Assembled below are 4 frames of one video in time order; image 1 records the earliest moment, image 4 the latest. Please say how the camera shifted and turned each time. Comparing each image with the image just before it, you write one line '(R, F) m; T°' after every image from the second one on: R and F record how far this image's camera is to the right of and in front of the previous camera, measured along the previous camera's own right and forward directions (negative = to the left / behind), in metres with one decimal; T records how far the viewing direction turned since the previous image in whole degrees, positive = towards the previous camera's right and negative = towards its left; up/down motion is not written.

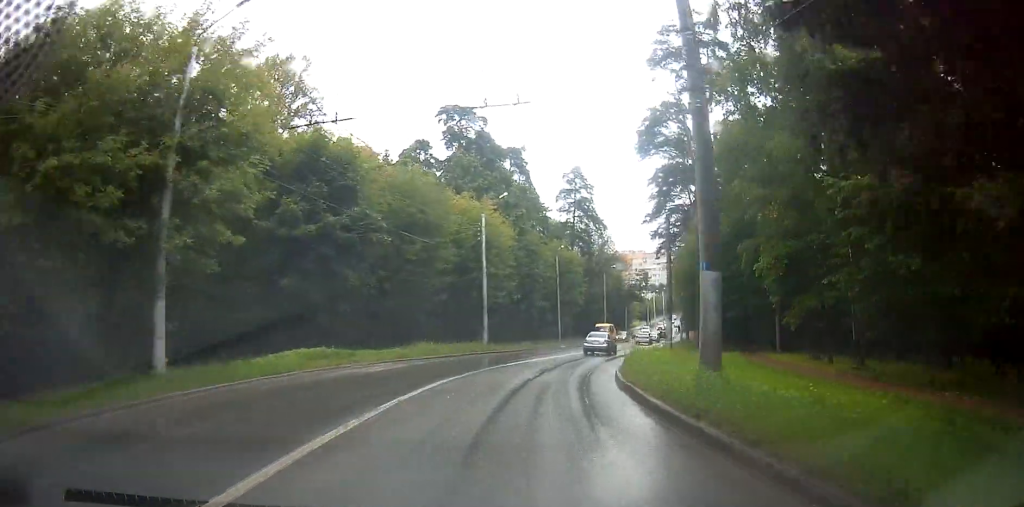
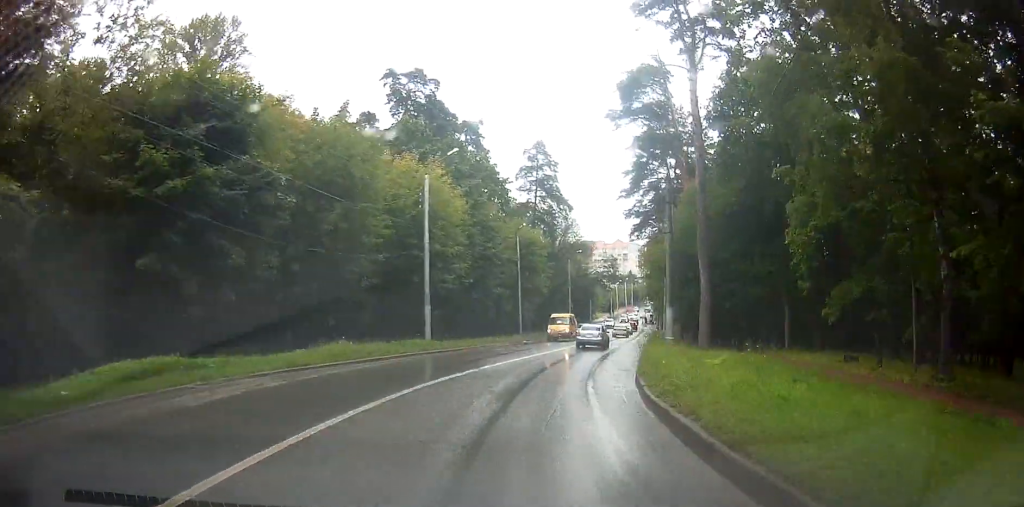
(+0.2, +8.8) m; +3°
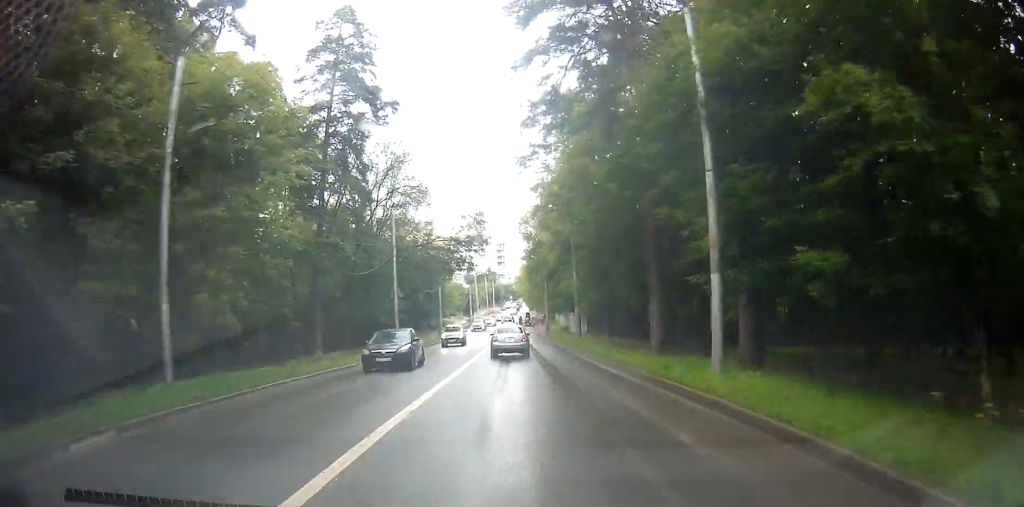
(+5.5, +37.2) m; +13°
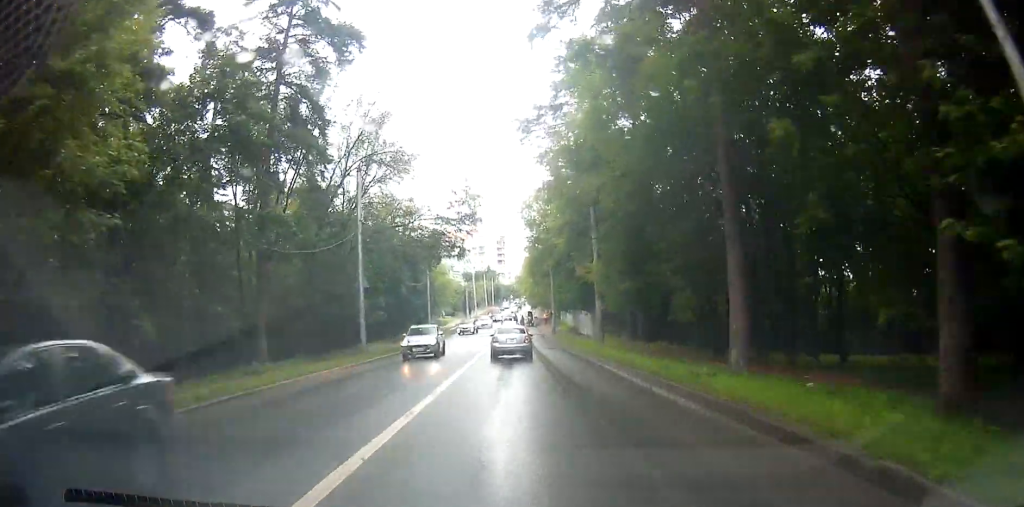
(-0.1, +10.3) m; +1°
